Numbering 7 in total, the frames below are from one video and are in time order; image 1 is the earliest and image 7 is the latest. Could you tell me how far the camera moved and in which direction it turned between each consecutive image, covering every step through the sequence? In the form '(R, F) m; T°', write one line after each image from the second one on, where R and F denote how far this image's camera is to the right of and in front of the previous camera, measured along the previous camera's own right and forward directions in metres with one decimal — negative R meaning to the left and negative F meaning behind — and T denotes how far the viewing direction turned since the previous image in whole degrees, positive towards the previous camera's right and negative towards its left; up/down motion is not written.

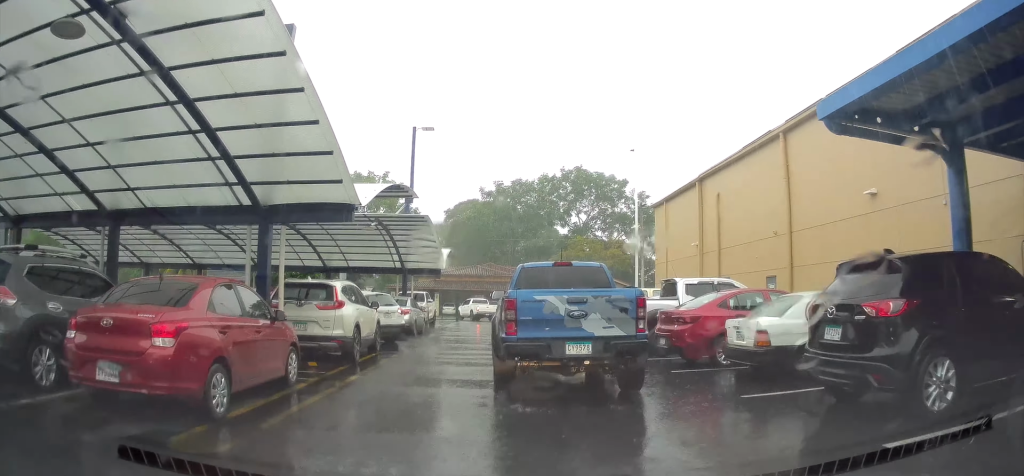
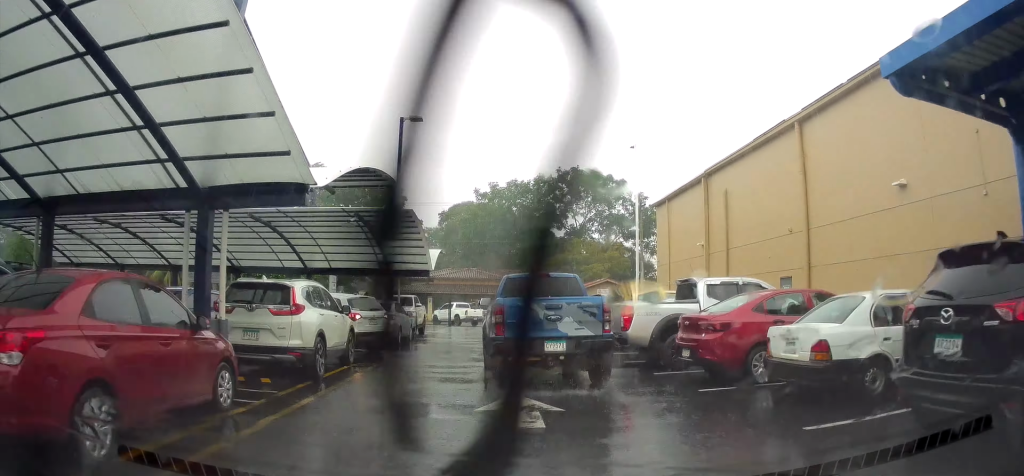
(0.0, +0.7) m; +1°
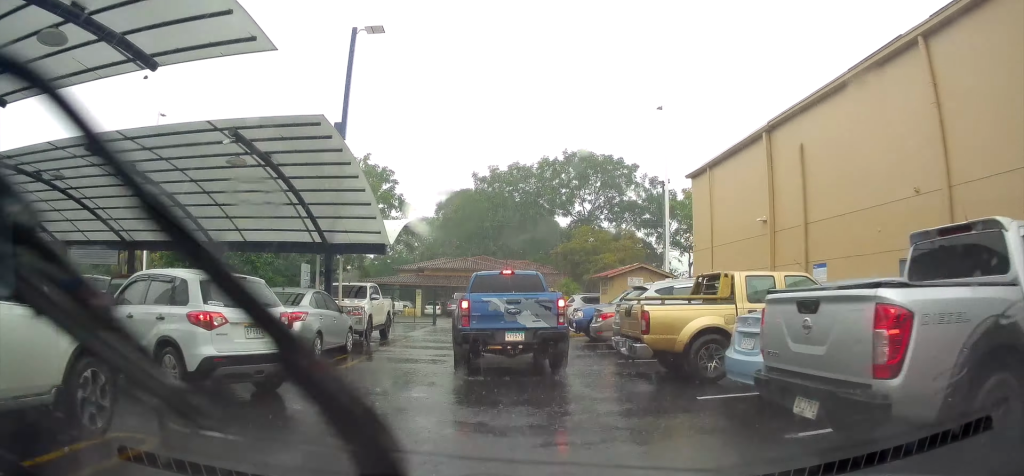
(+0.1, +5.0) m; +5°
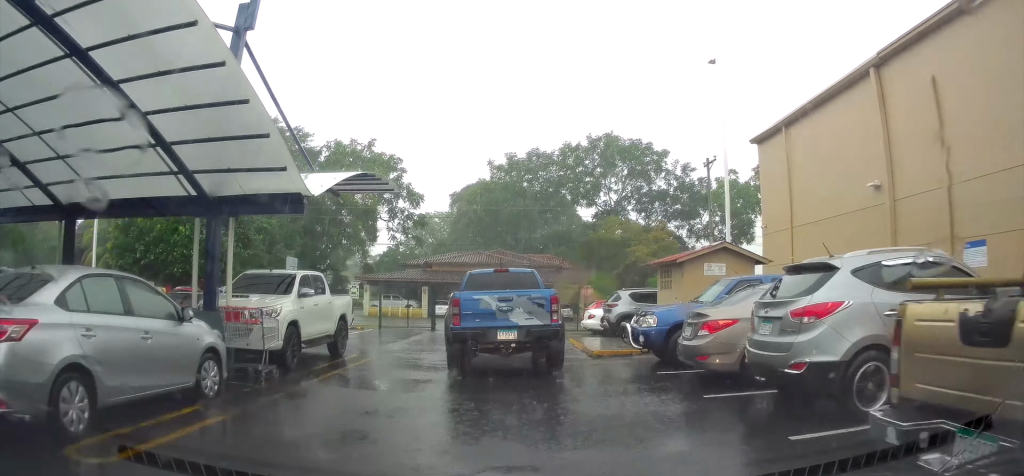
(+0.3, +6.4) m; +6°
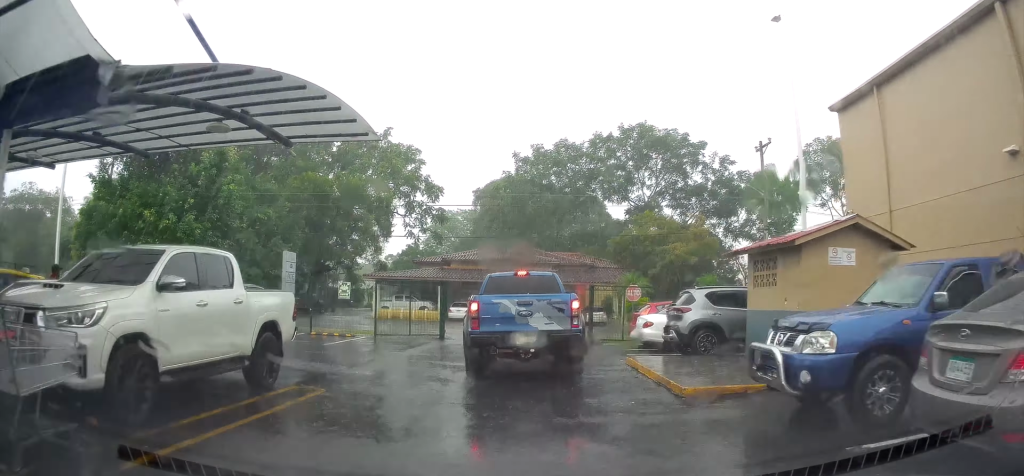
(+0.3, +5.1) m; +1°
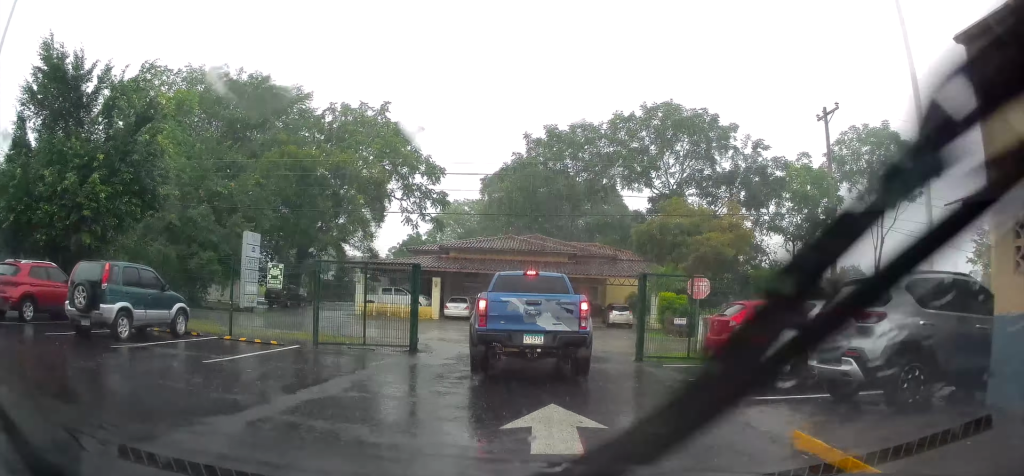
(-0.4, +8.0) m; -5°
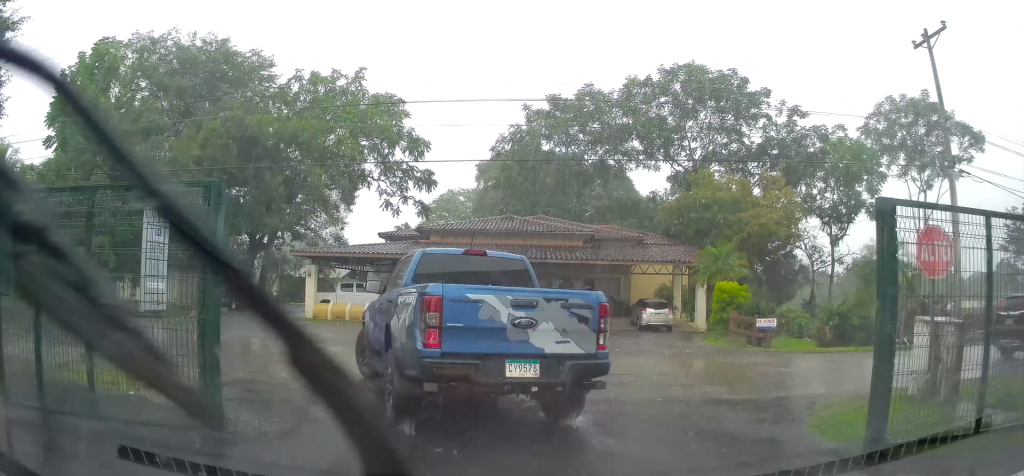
(-0.4, +15.7) m; -6°
